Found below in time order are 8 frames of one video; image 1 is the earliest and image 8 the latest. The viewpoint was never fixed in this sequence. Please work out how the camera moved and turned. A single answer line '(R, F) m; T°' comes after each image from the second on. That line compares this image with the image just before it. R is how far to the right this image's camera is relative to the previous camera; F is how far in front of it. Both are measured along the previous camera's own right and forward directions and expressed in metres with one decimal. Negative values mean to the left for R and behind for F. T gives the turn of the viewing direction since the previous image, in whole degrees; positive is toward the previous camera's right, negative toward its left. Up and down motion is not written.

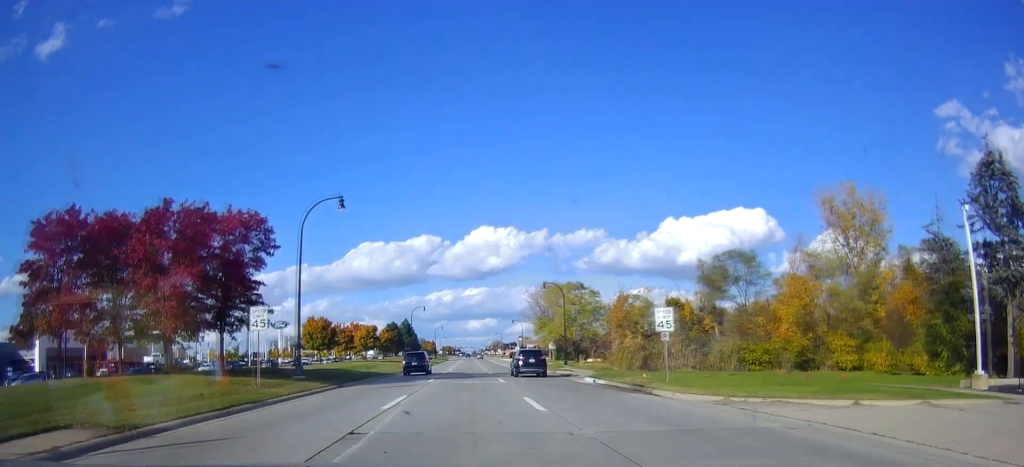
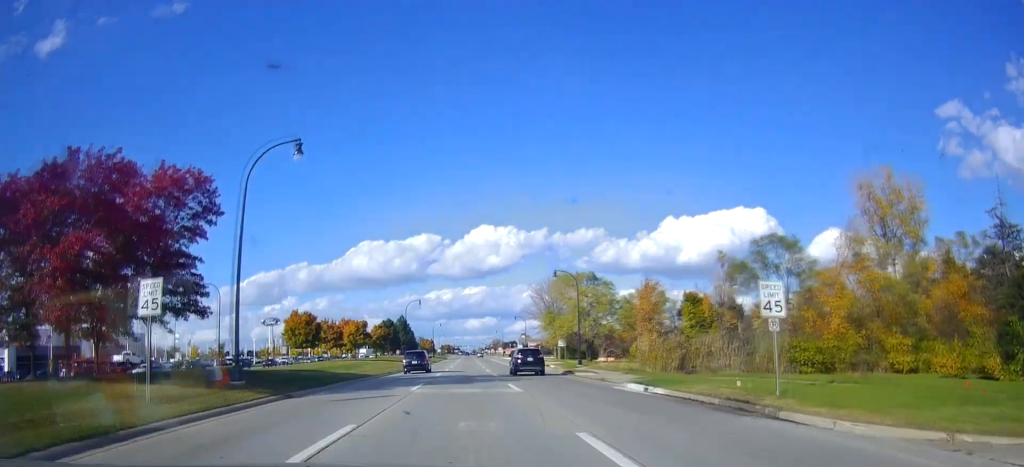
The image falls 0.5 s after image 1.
(+0.1, +8.6) m; +1°
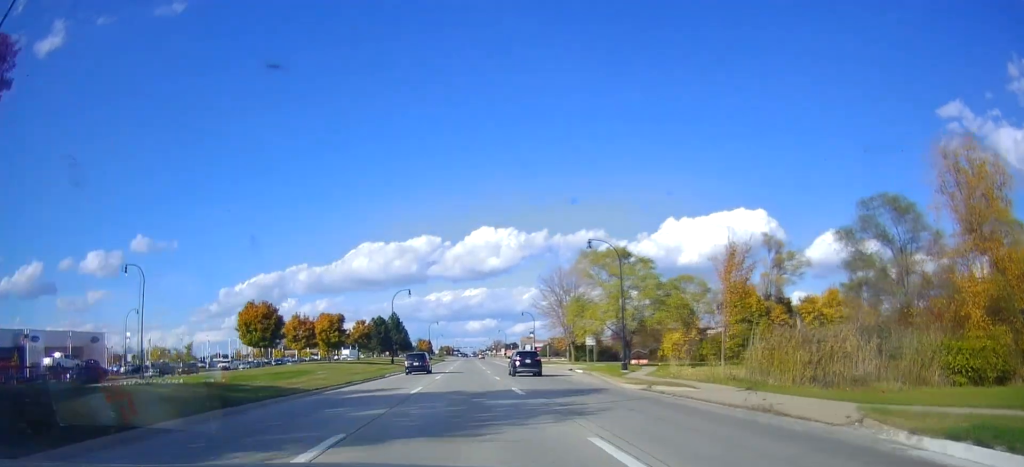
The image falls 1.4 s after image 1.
(+0.1, +16.3) m; -1°
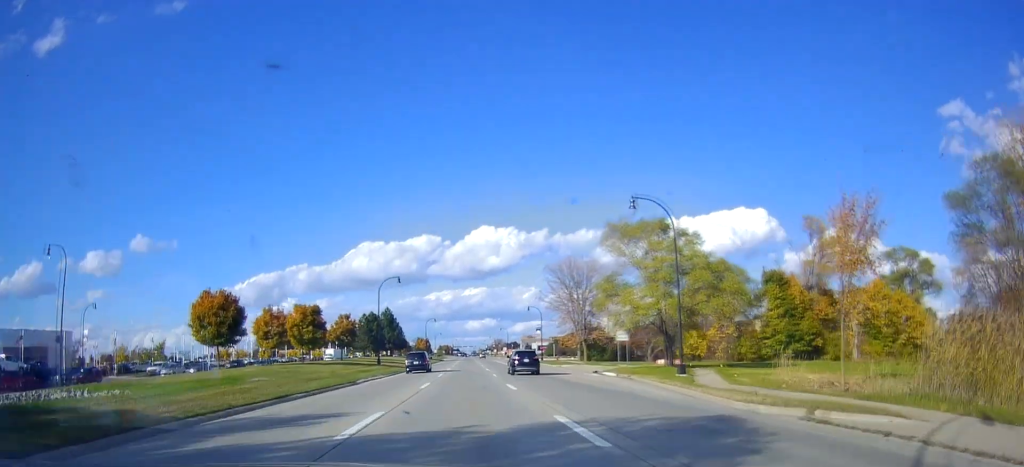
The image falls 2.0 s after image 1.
(-0.1, +11.4) m; -1°
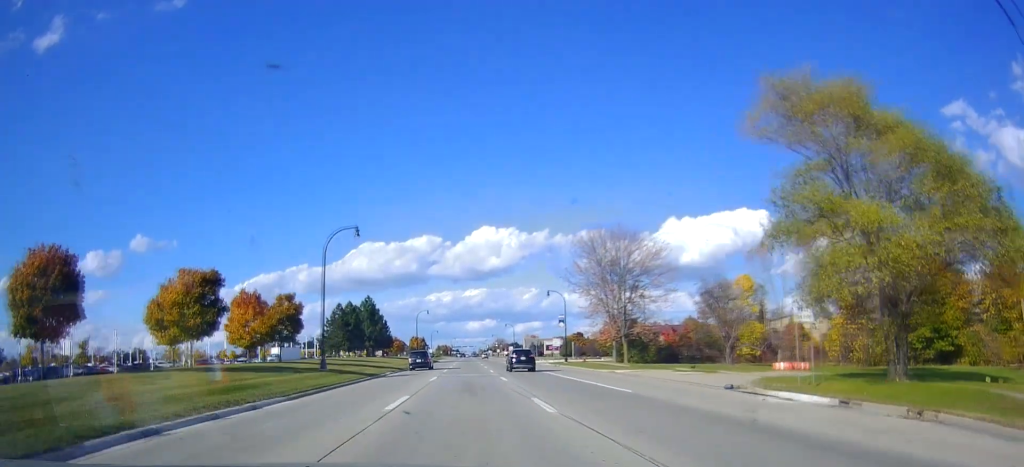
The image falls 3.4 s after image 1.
(0.0, +24.7) m; +2°
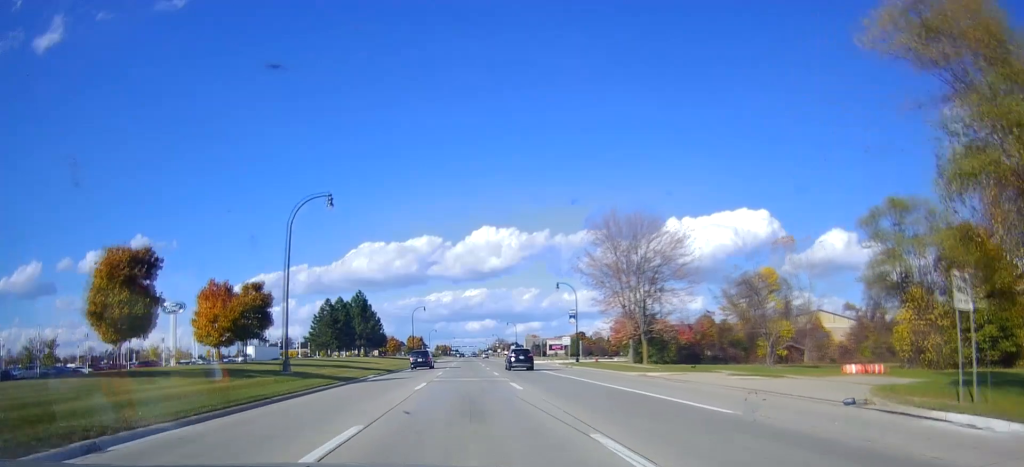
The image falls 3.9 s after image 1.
(+0.1, +8.1) m; 0°
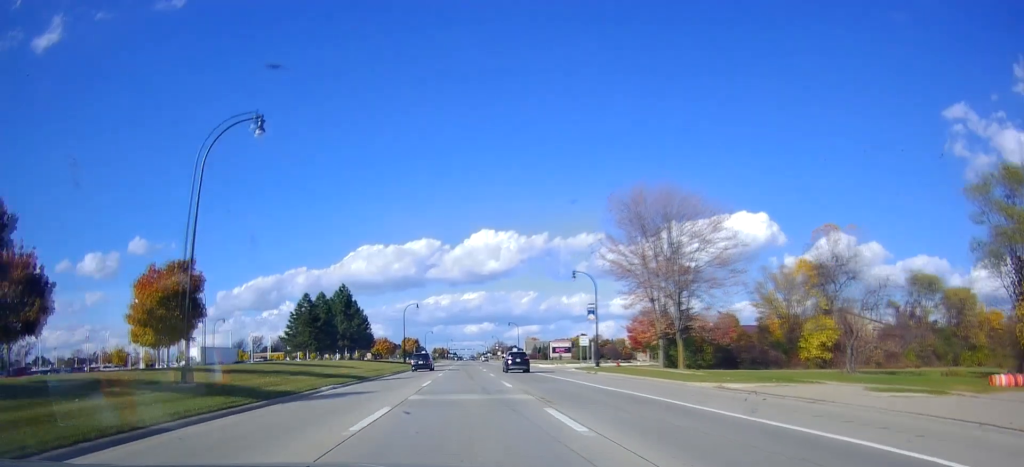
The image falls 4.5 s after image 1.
(+0.1, +11.4) m; -2°
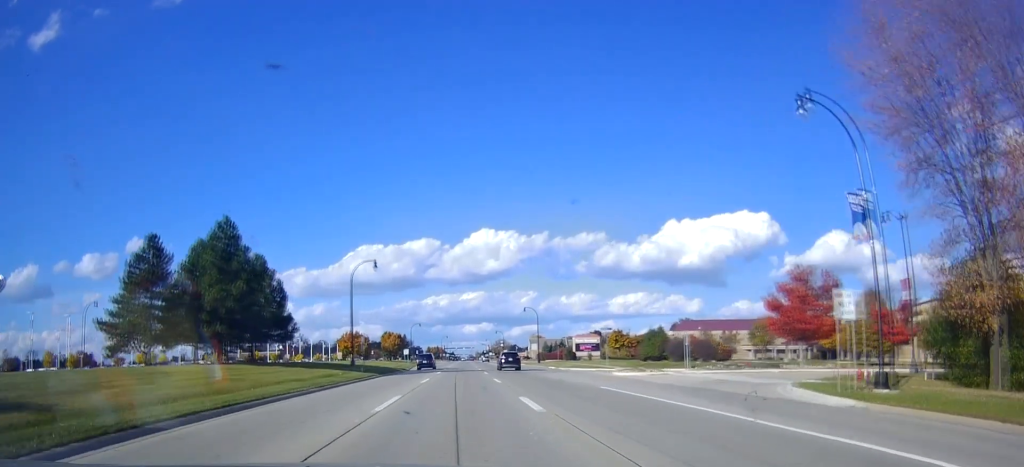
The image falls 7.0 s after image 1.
(+0.1, +41.8) m; +2°
